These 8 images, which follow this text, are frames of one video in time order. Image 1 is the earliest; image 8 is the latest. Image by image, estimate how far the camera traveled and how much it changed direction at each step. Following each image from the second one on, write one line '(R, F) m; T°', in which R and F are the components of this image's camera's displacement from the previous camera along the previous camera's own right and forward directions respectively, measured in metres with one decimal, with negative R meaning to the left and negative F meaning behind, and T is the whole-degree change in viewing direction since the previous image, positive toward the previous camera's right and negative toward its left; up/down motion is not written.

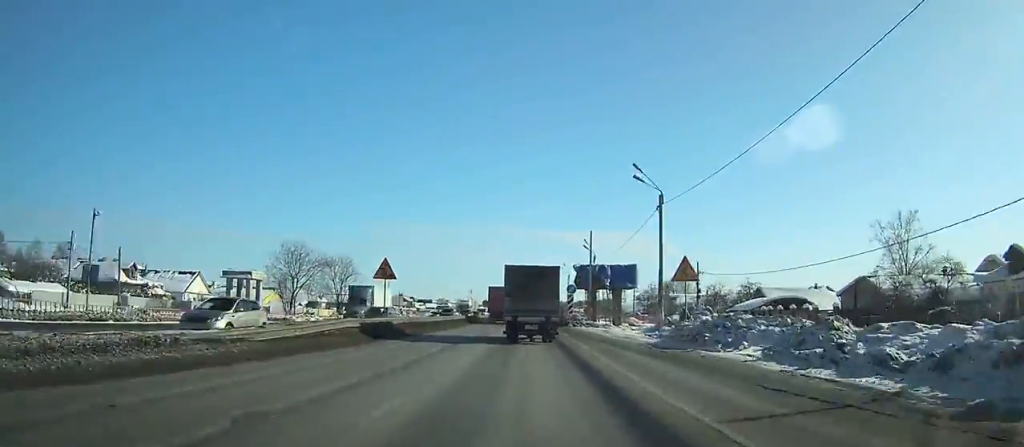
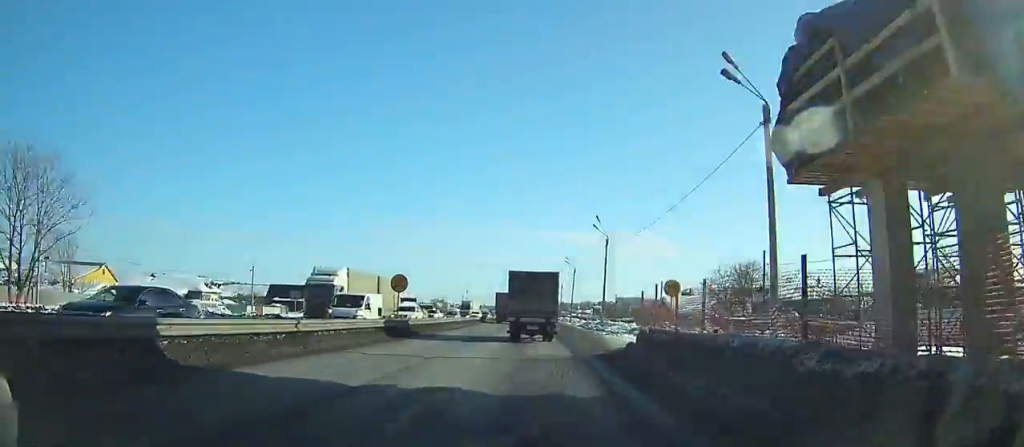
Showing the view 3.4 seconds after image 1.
(+0.1, +57.2) m; +1°
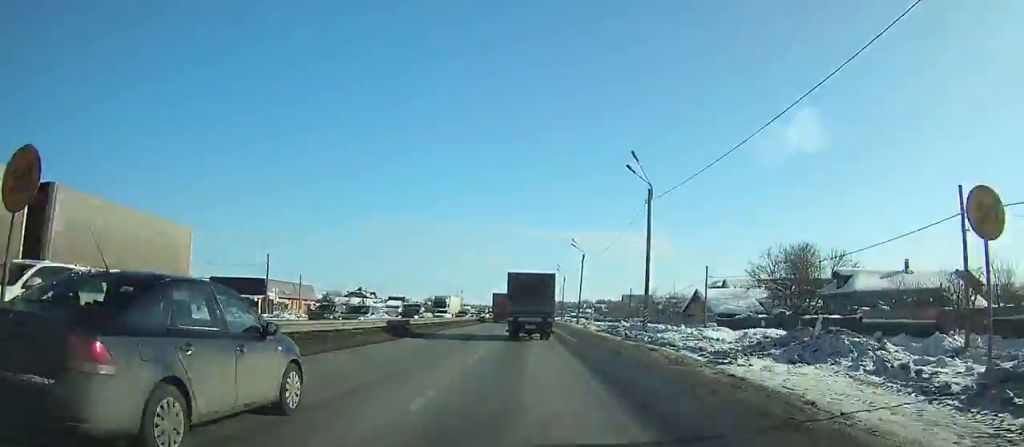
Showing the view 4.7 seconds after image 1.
(+0.1, +22.9) m; 0°
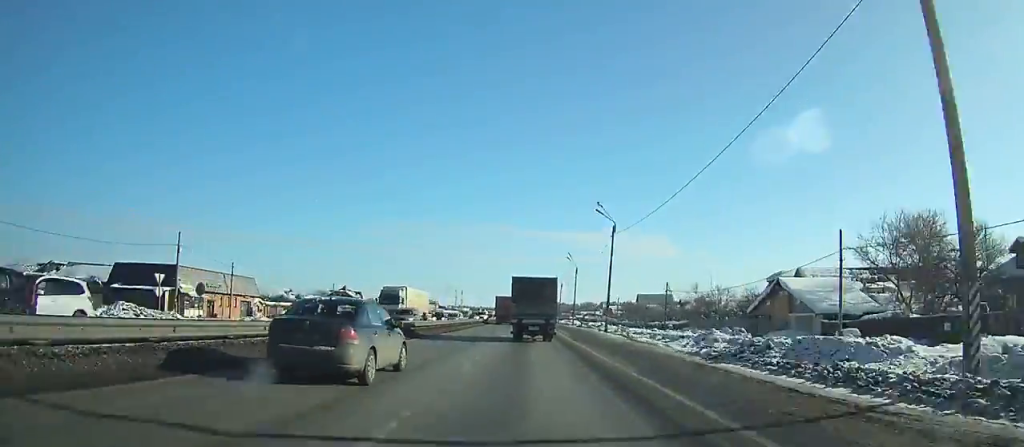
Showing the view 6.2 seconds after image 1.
(+0.2, +27.0) m; 0°
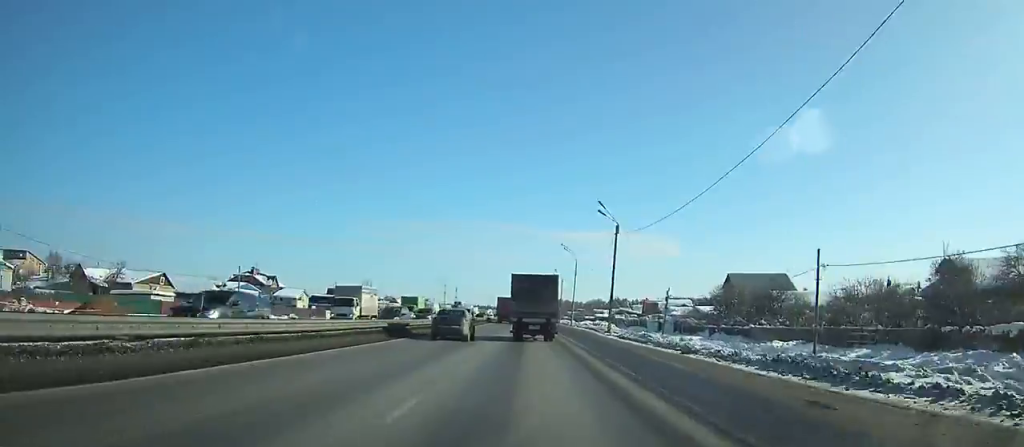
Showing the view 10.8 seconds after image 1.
(+0.3, +86.6) m; 0°
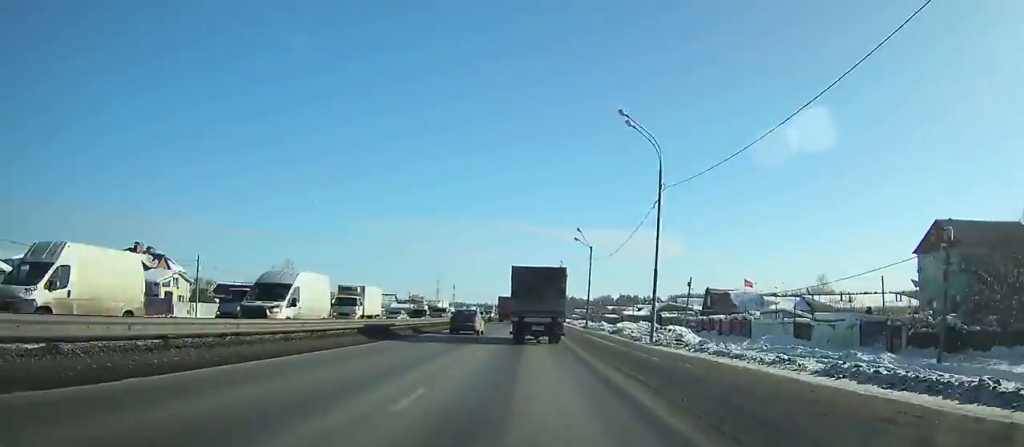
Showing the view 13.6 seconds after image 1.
(-0.2, +54.0) m; 0°
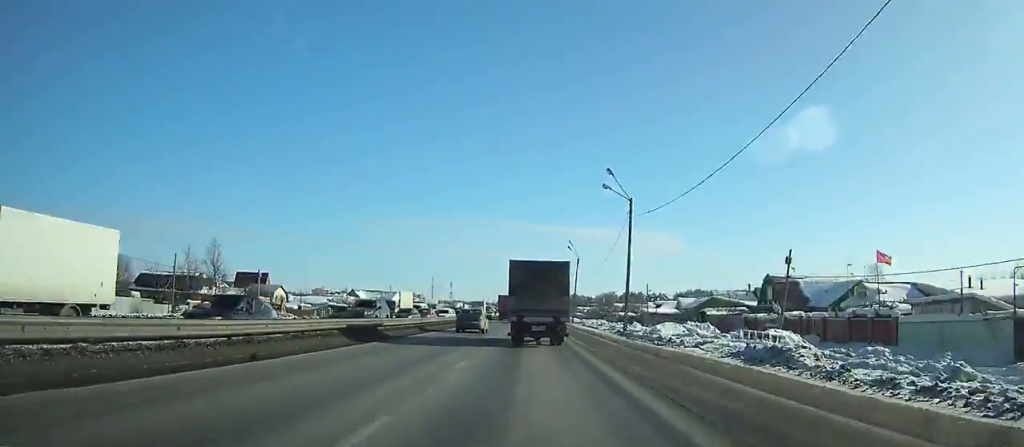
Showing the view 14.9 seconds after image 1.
(0.0, +25.0) m; 0°
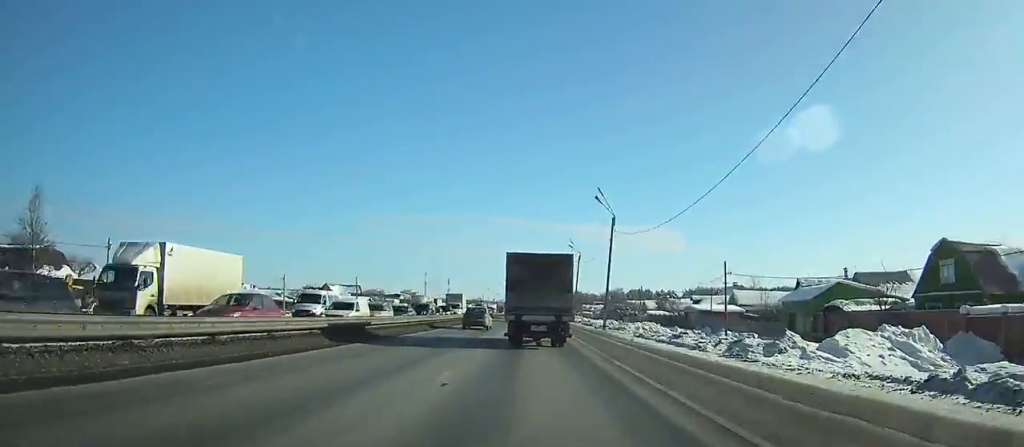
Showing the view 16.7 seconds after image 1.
(0.0, +34.2) m; 0°
